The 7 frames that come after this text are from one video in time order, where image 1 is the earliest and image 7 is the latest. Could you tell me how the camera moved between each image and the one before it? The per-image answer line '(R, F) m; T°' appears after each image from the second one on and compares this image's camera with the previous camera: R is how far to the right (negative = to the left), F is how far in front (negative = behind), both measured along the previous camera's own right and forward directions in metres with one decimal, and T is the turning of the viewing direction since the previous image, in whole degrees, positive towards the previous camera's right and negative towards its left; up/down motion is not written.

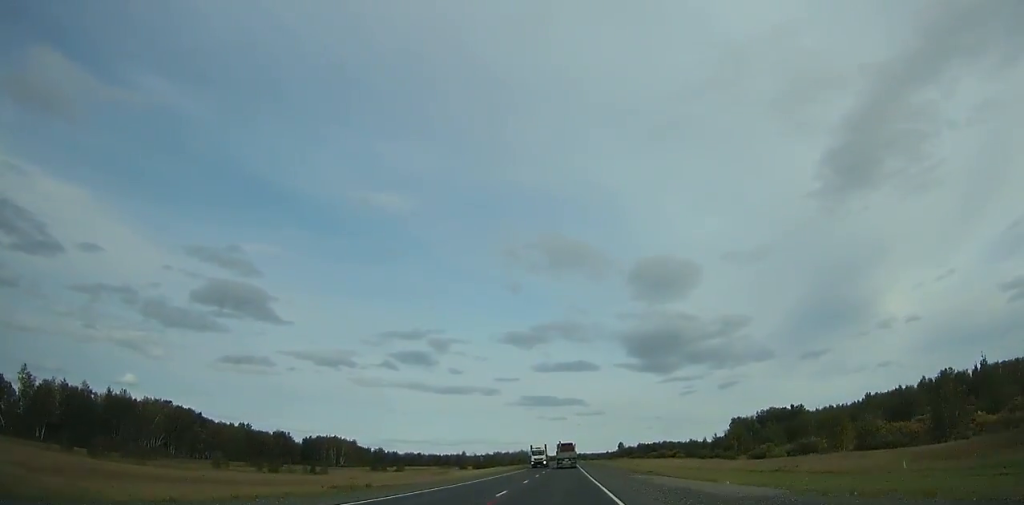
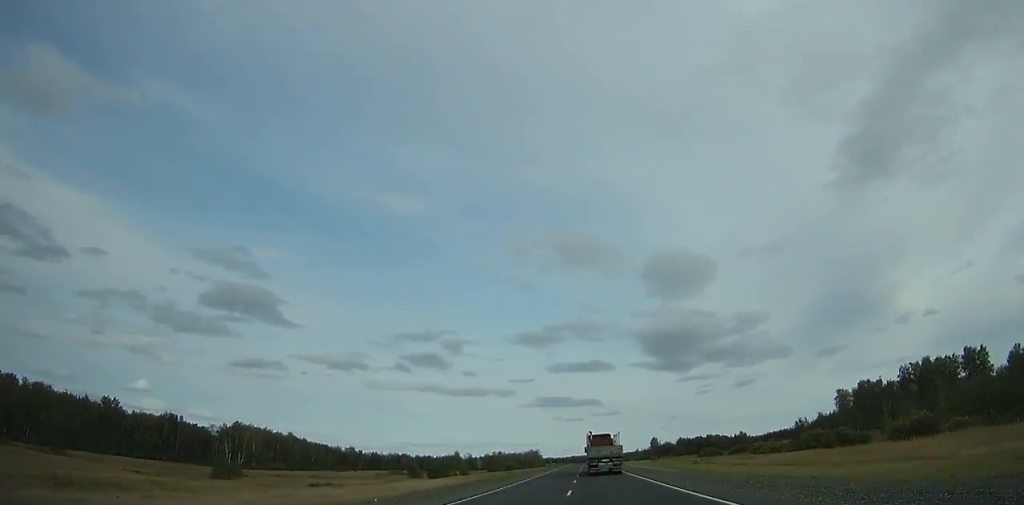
(-1.1, +133.6) m; -1°
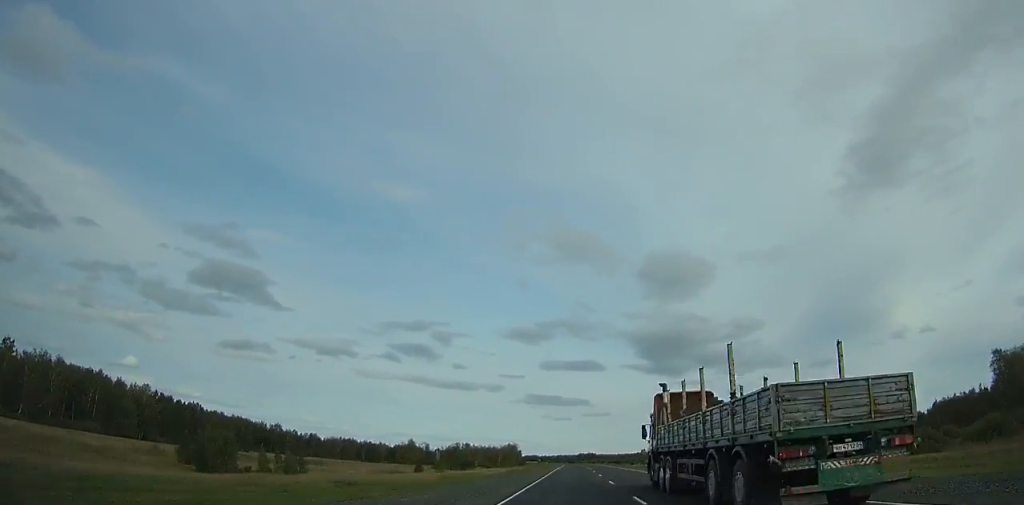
(0.0, +112.1) m; 0°
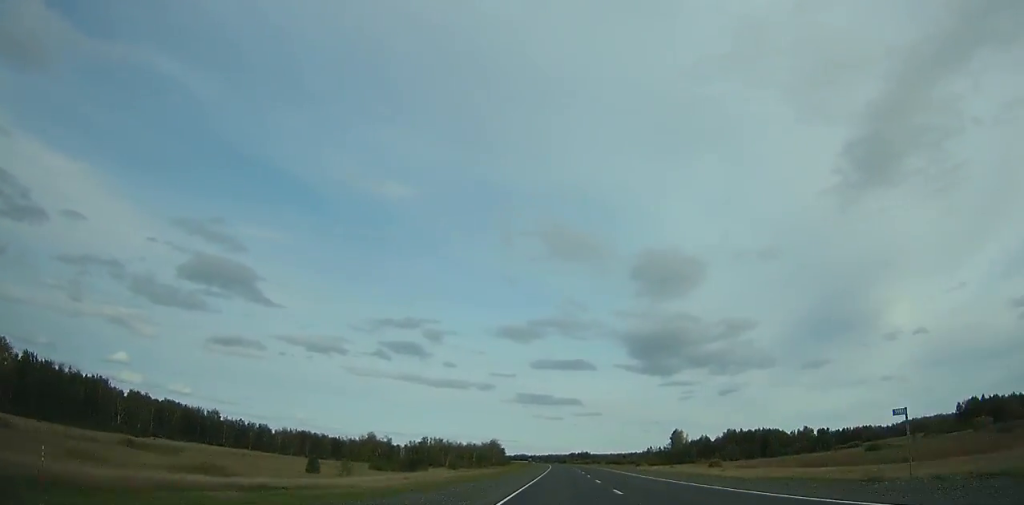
(0.0, +63.5) m; 0°
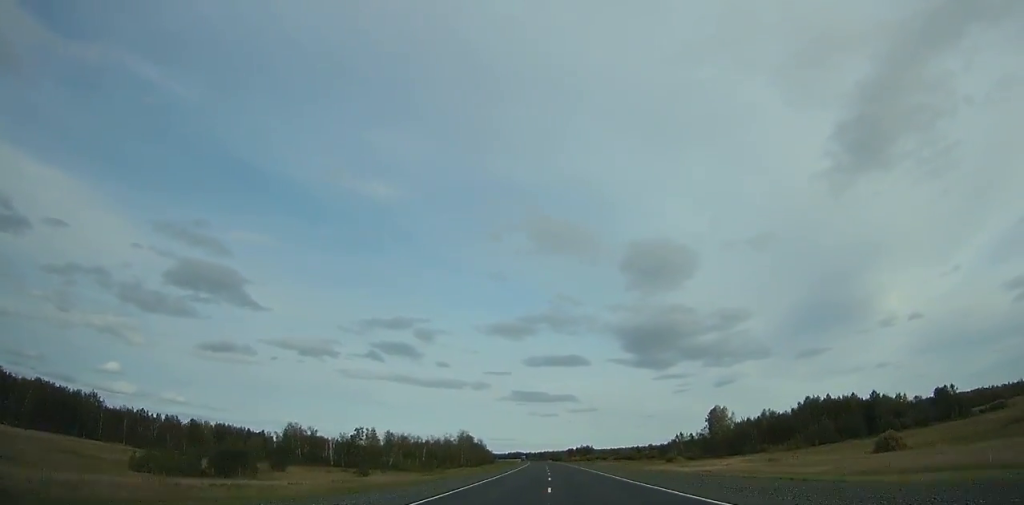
(+0.9, +92.0) m; +1°
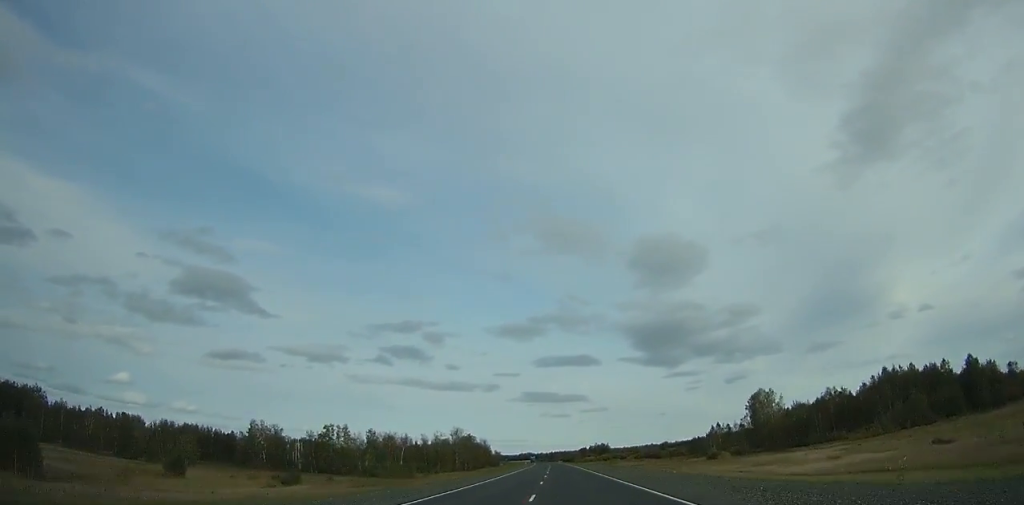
(+0.2, +39.1) m; 0°
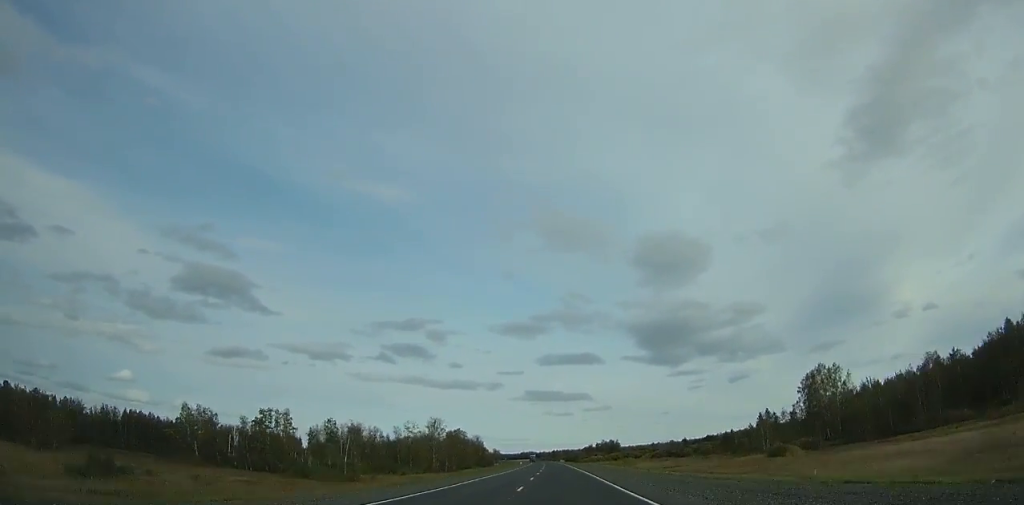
(+0.1, +42.1) m; 0°
